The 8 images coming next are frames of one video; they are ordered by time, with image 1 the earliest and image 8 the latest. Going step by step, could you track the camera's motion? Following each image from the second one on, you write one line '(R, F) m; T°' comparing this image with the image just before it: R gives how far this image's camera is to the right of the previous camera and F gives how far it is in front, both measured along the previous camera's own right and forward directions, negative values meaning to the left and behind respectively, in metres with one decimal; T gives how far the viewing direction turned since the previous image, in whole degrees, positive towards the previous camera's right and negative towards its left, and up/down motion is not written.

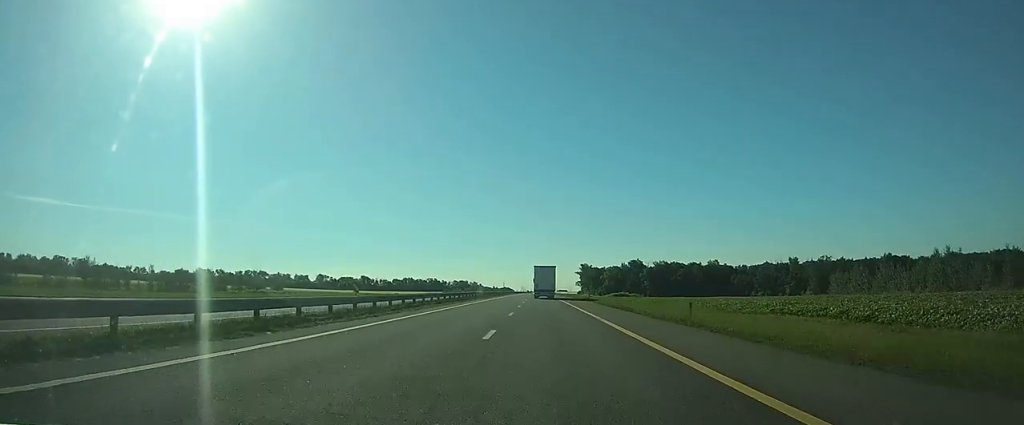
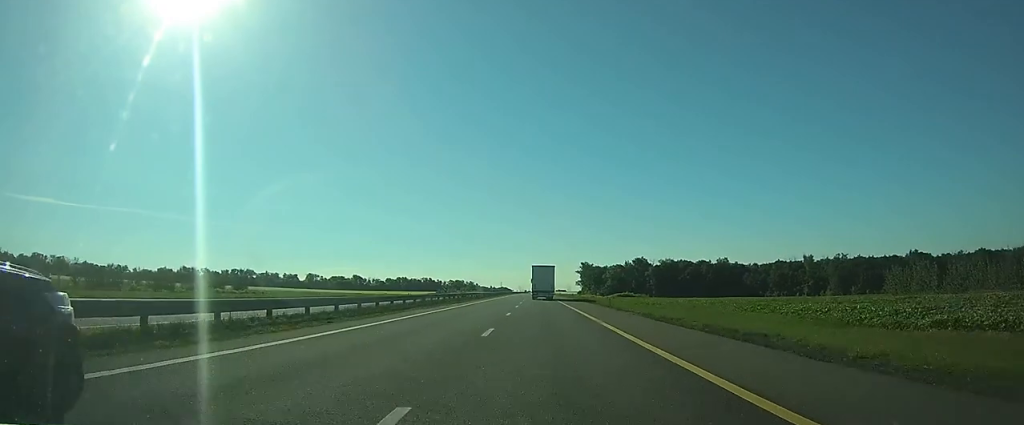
(0.0, +22.7) m; 0°
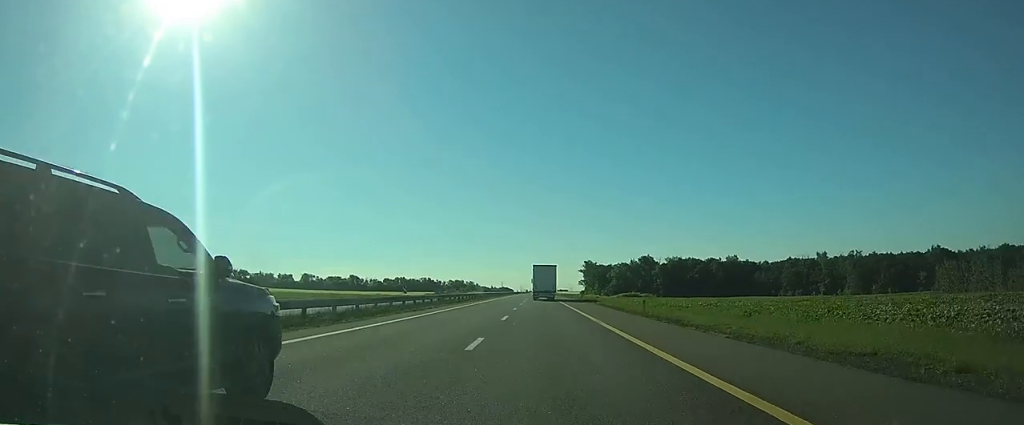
(0.0, +15.2) m; 0°
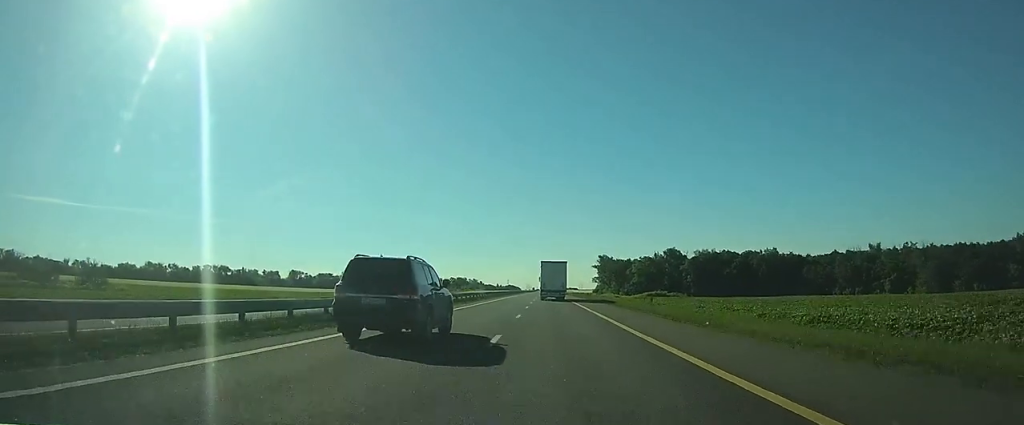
(0.0, +46.6) m; 0°
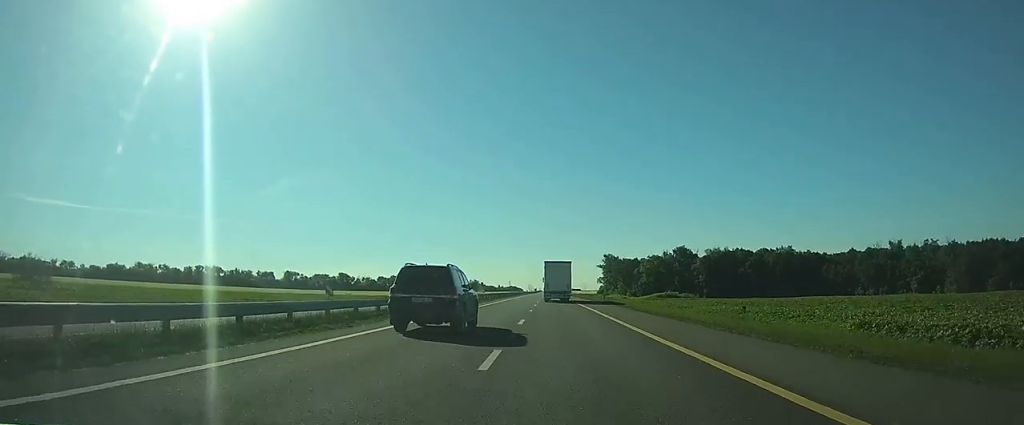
(0.0, +15.3) m; 0°
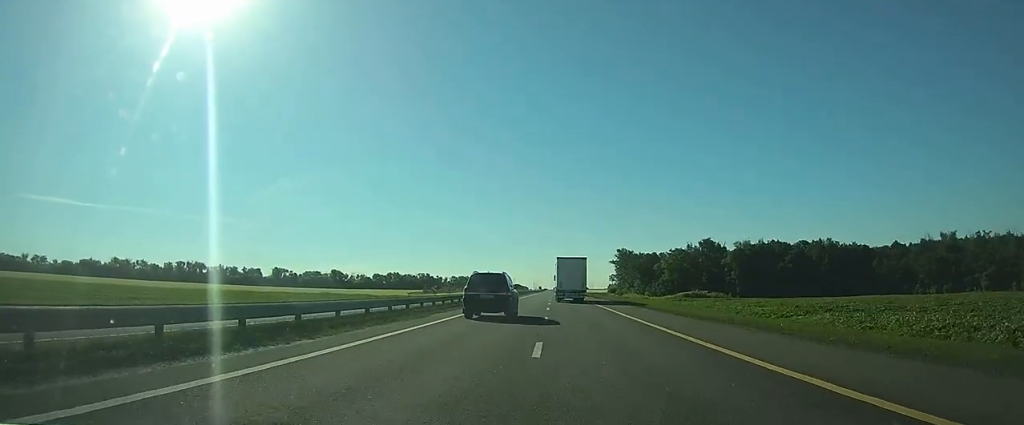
(-0.2, +33.7) m; -1°
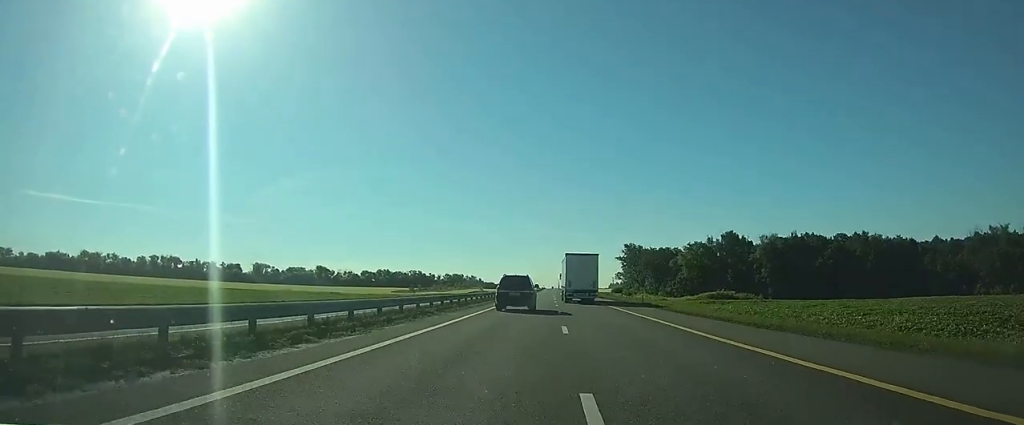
(0.0, +30.1) m; 0°
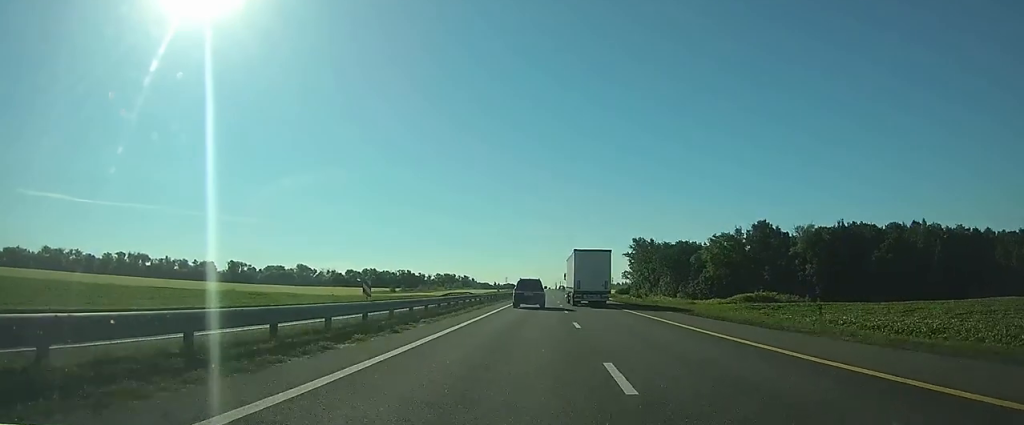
(-0.1, +32.3) m; 0°
